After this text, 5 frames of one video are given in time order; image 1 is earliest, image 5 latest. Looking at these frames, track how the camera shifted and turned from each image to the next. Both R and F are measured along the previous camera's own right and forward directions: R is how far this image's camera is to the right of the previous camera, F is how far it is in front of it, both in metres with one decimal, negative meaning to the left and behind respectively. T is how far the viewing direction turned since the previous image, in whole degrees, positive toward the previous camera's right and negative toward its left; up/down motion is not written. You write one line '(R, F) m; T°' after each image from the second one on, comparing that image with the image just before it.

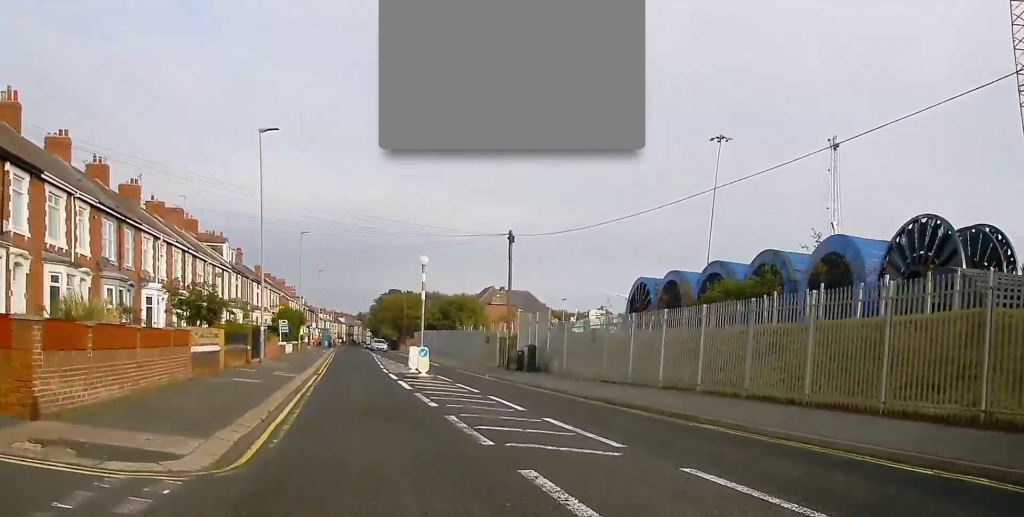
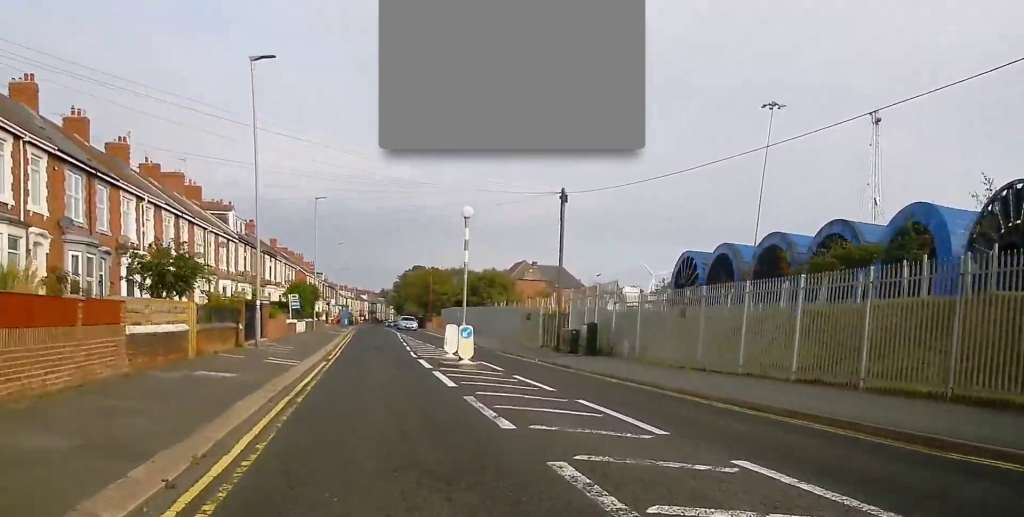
(-0.1, +6.8) m; -2°
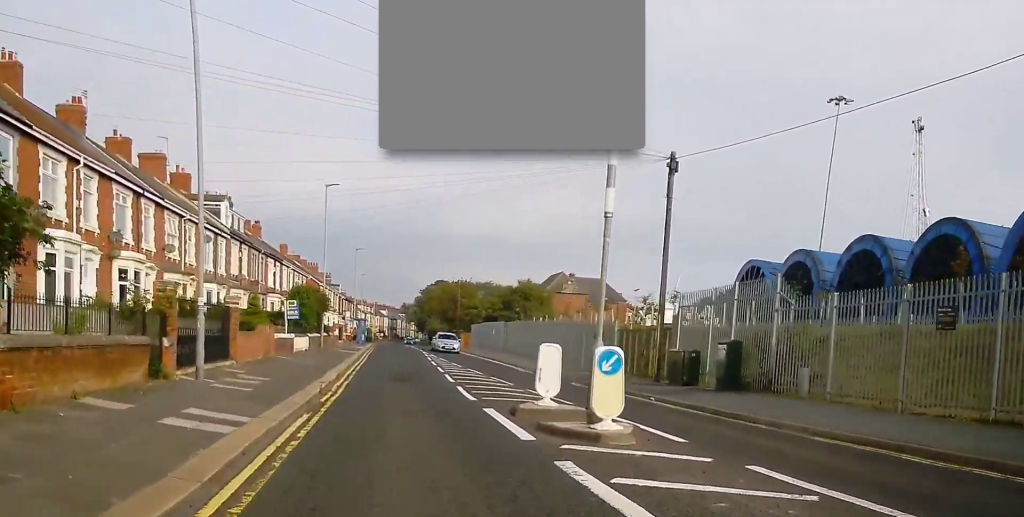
(-0.4, +11.6) m; -3°
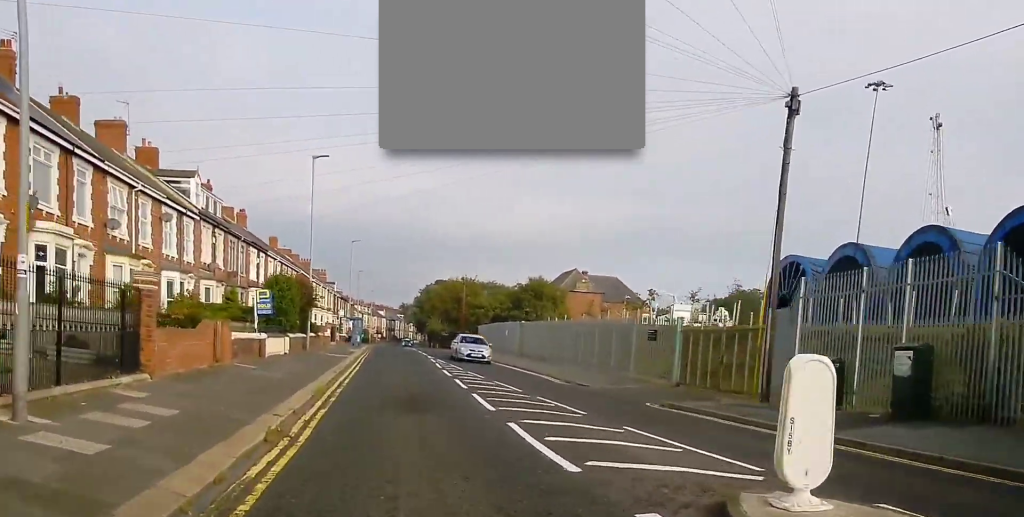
(-0.1, +7.9) m; -1°
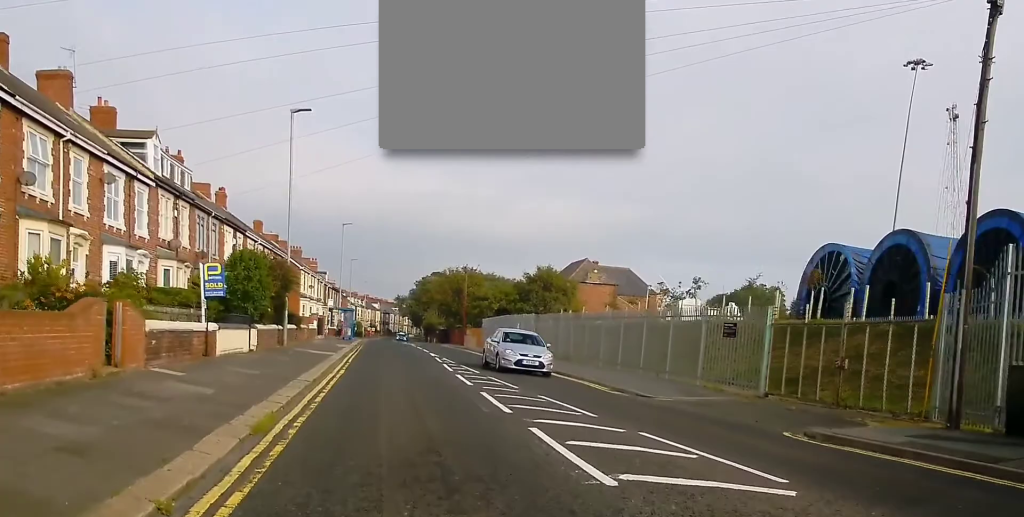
(-0.1, +7.2) m; 0°
